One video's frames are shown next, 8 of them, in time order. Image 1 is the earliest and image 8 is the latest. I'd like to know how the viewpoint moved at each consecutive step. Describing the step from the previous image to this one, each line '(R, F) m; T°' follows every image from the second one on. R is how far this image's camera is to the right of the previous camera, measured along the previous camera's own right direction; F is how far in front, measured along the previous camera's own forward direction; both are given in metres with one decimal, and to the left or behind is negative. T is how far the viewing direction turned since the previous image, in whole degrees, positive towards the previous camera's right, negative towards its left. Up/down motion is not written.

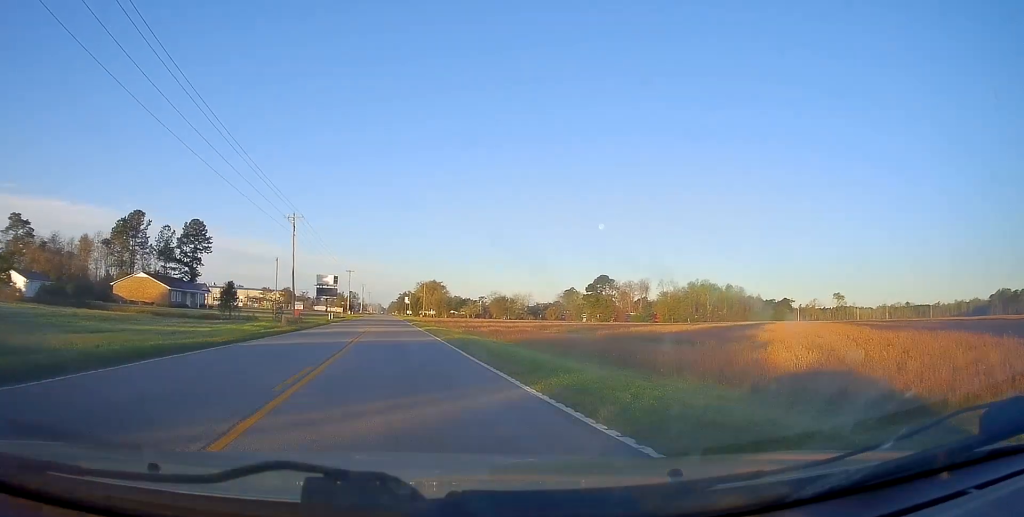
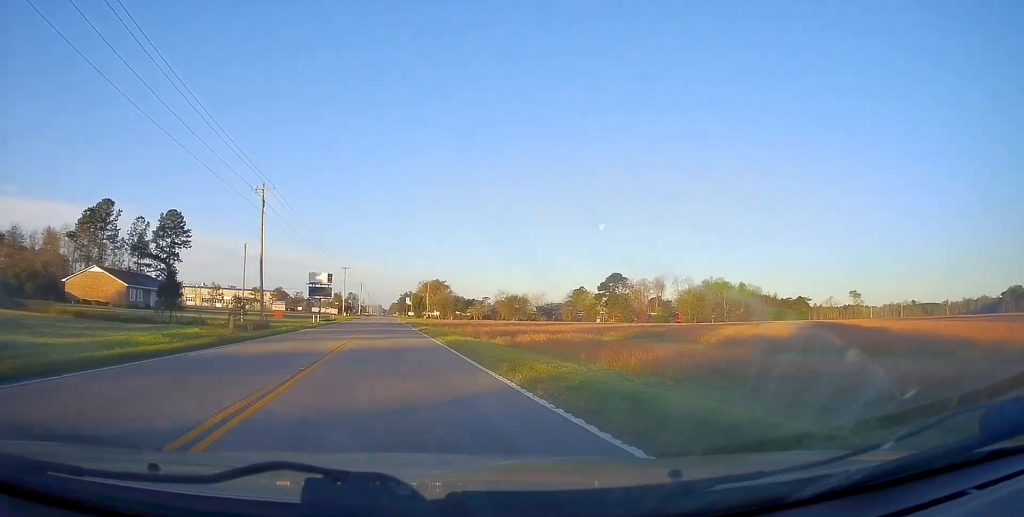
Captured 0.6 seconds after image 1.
(+0.1, +16.3) m; 0°
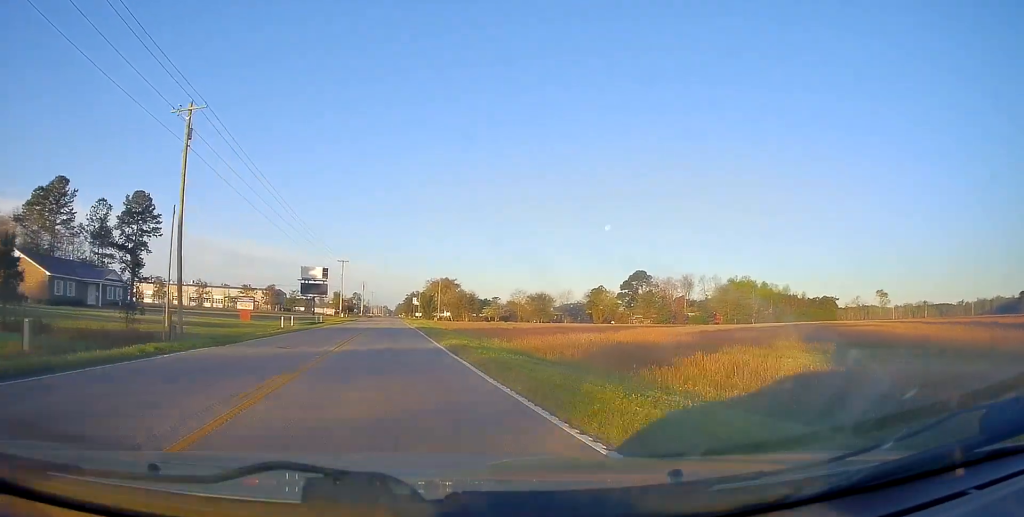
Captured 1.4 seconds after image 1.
(0.0, +21.3) m; 0°
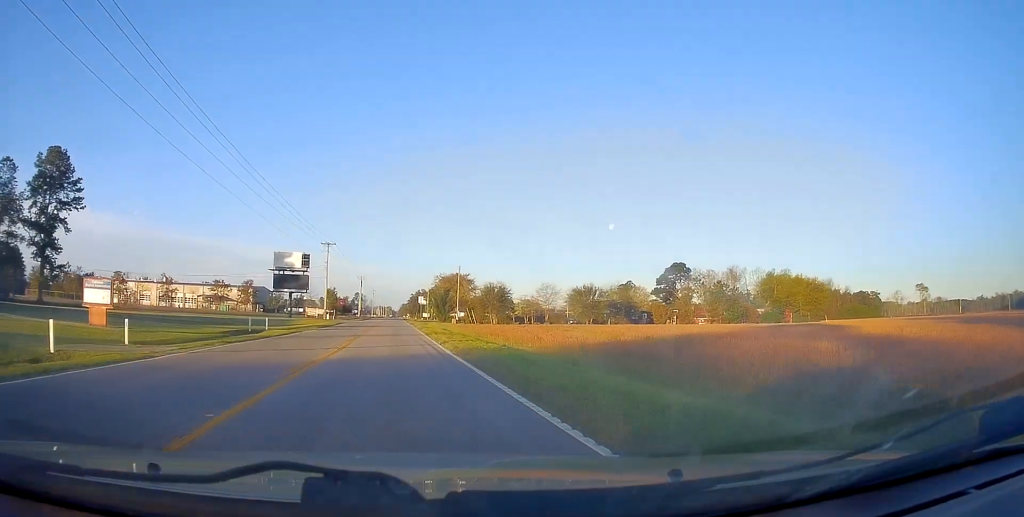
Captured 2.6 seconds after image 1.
(-0.5, +33.6) m; -1°
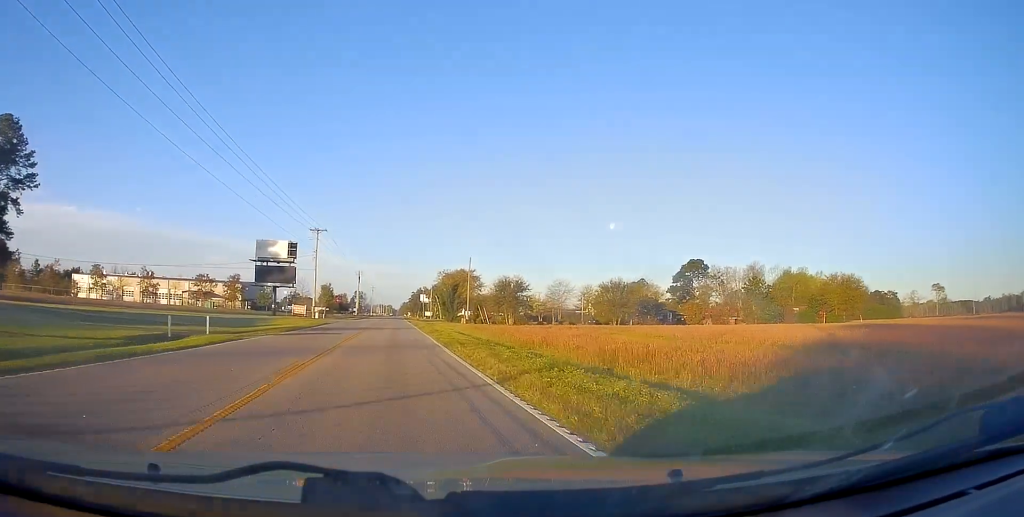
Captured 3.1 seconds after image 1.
(-0.1, +13.6) m; 0°
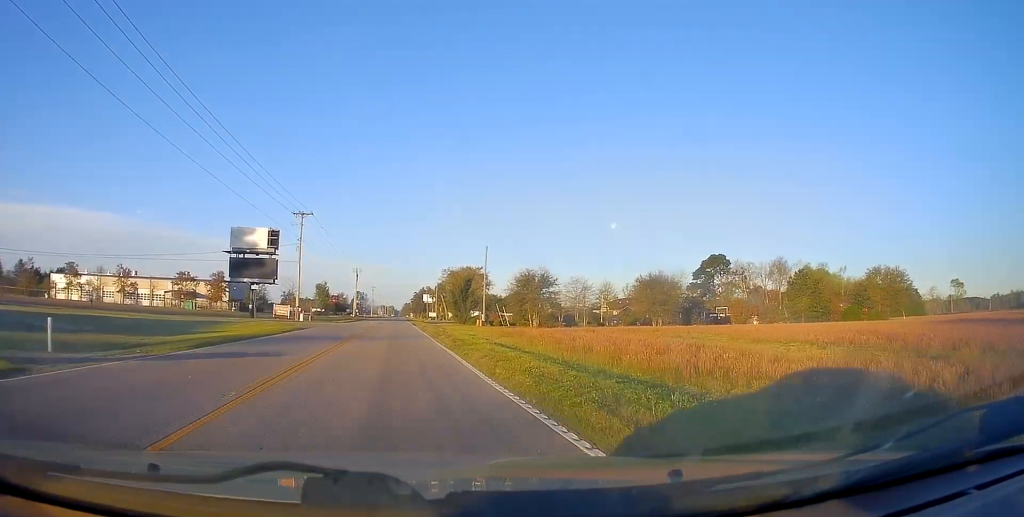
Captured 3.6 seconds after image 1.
(+0.1, +14.4) m; 0°
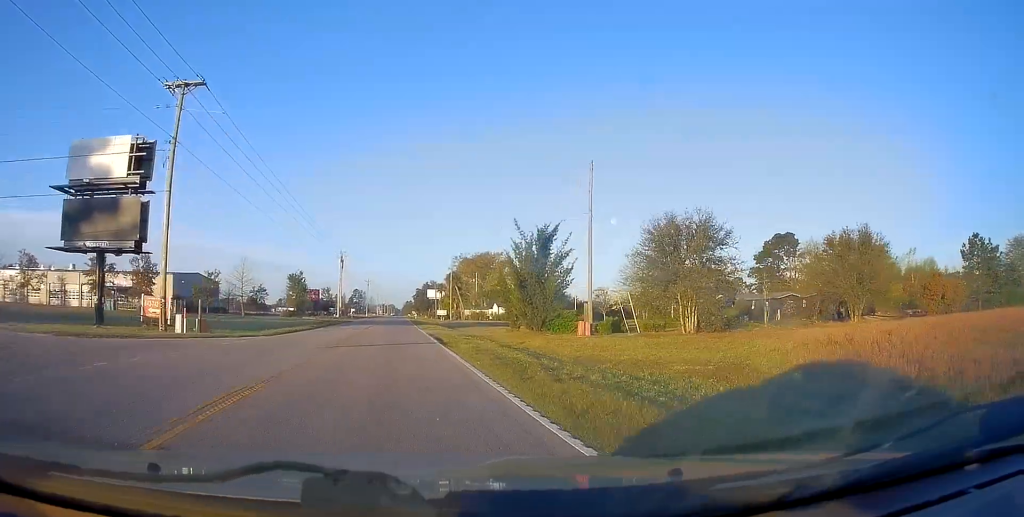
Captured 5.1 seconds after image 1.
(0.0, +38.9) m; -1°
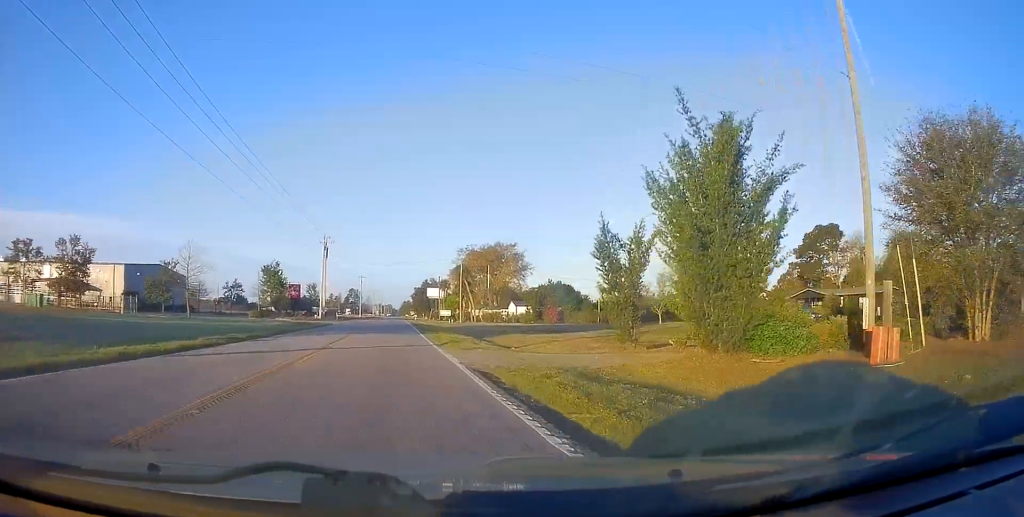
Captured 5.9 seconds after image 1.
(-0.3, +20.4) m; 0°
